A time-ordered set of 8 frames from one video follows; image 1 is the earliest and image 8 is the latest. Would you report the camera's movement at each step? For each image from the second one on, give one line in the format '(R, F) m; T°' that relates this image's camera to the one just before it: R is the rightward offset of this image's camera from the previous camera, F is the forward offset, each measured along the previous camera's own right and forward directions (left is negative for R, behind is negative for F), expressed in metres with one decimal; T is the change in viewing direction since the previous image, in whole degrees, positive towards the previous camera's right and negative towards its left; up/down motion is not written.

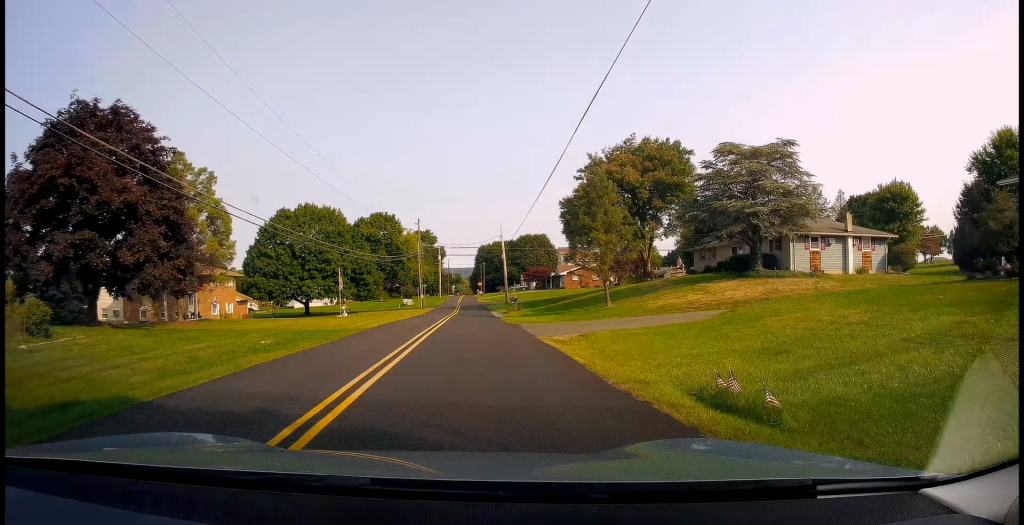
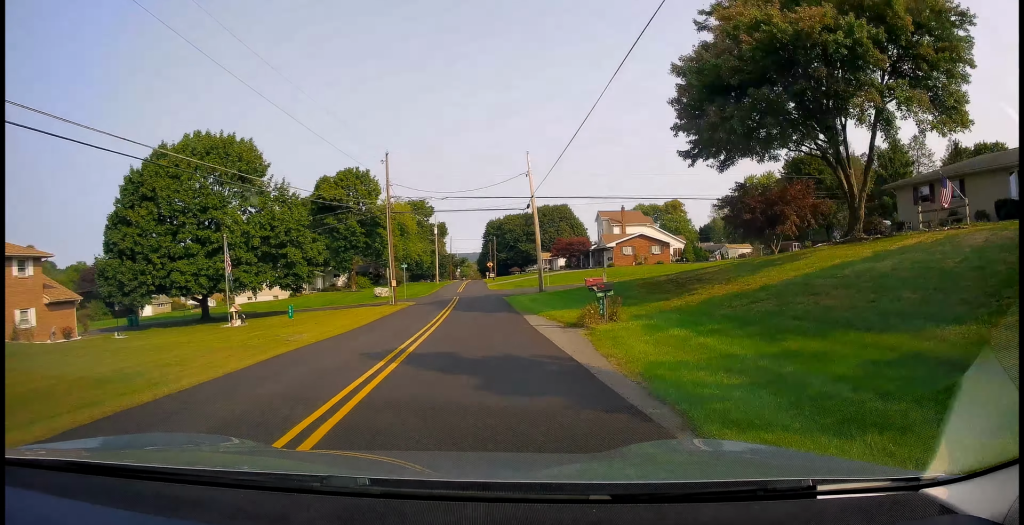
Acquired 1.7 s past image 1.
(-0.4, +32.0) m; -1°
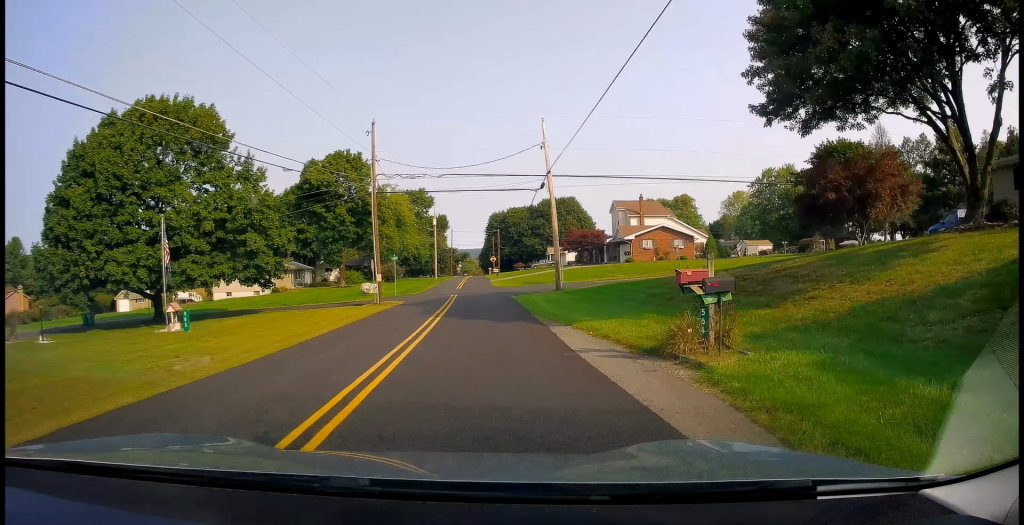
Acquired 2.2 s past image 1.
(+0.1, +7.2) m; 0°
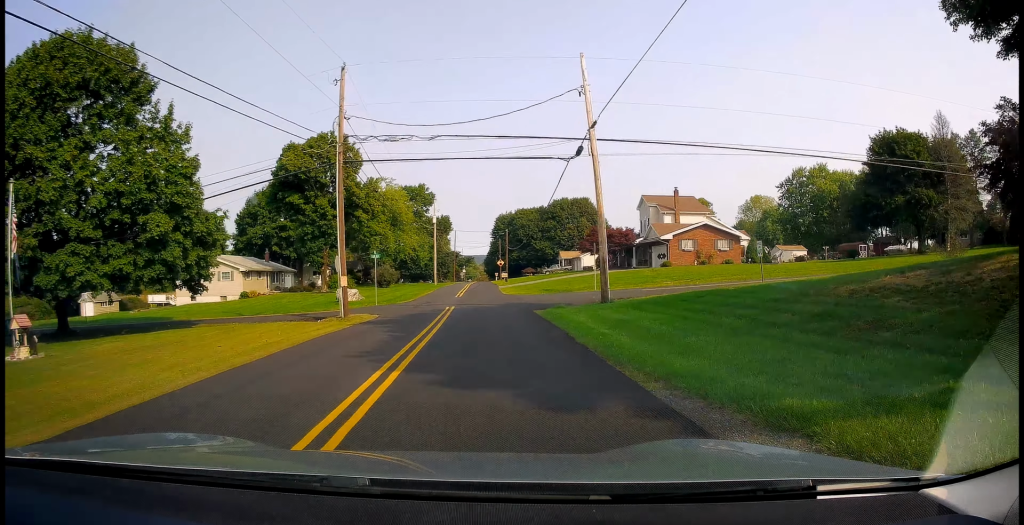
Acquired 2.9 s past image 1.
(0.0, +11.0) m; -1°
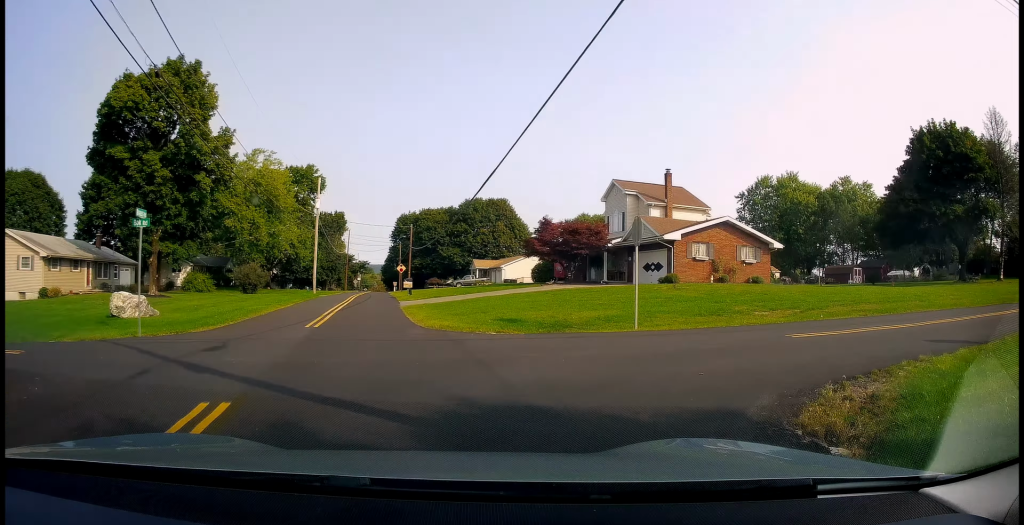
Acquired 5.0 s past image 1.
(+1.1, +21.8) m; +25°
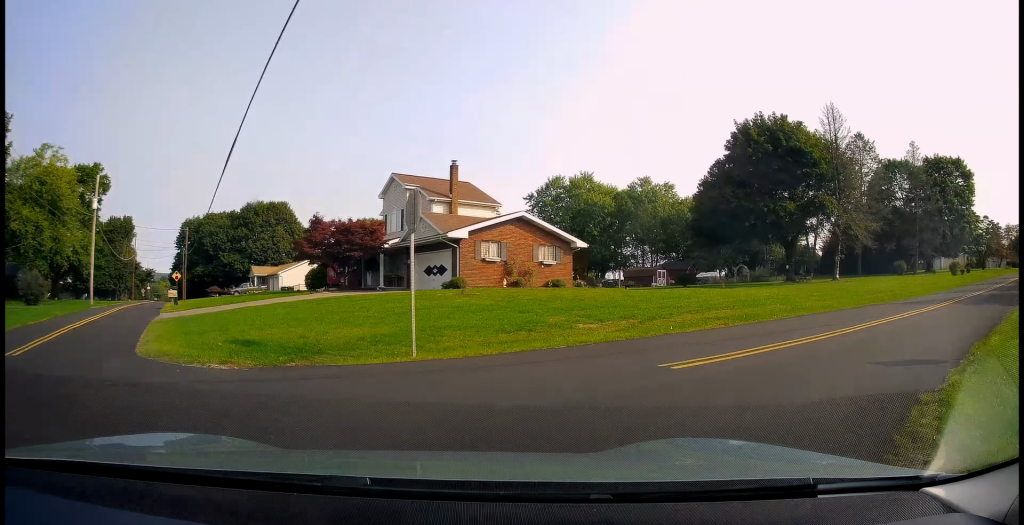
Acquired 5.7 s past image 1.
(+0.5, +5.6) m; +23°
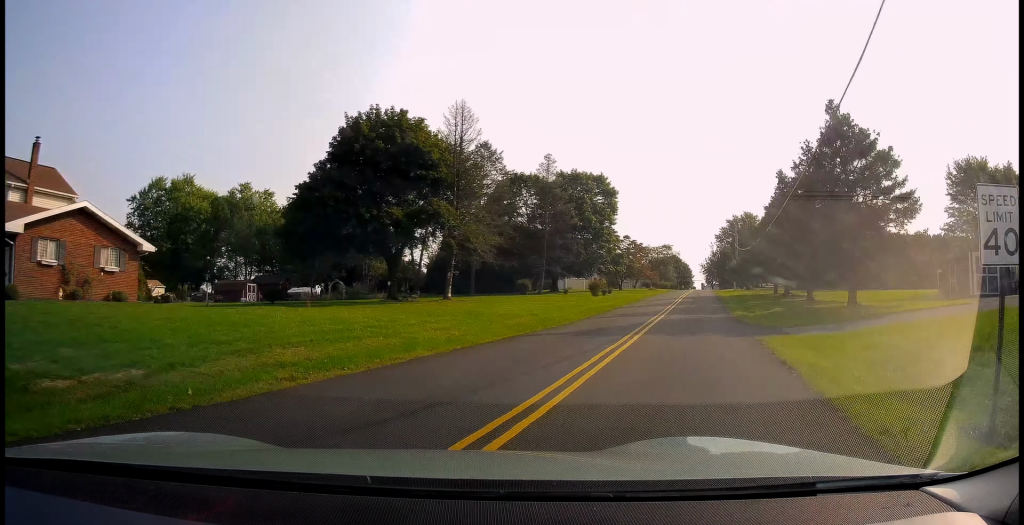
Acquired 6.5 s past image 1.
(+2.2, +6.3) m; +39°
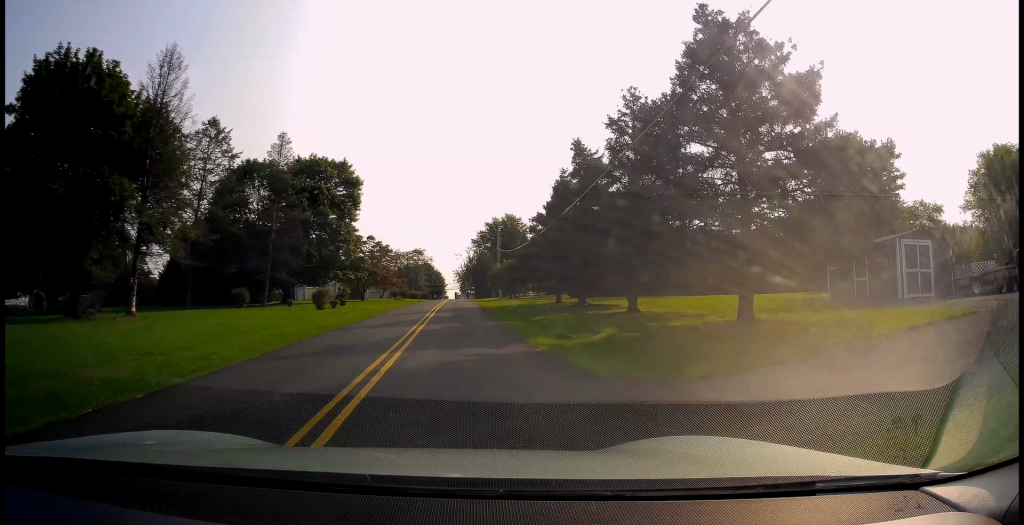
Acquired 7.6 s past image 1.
(+3.8, +11.4) m; +19°
